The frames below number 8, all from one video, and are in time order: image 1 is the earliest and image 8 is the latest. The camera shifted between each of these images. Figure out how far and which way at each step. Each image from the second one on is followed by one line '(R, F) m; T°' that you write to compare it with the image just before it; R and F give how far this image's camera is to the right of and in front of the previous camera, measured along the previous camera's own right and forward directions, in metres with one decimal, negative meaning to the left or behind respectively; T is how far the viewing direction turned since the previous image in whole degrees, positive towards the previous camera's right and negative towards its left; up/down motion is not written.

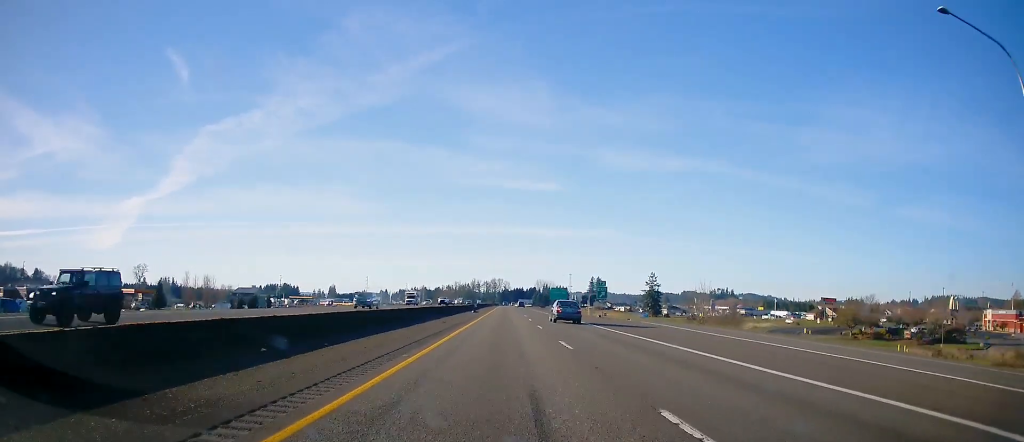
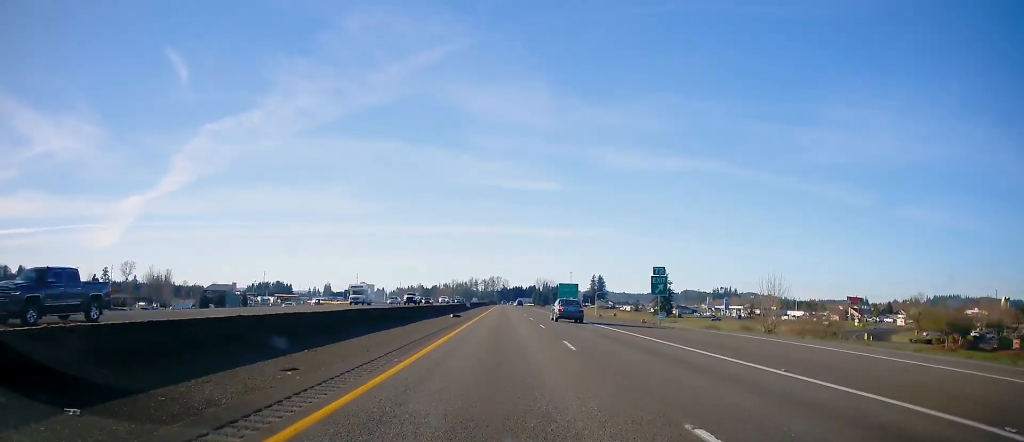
(-0.2, +25.5) m; 0°
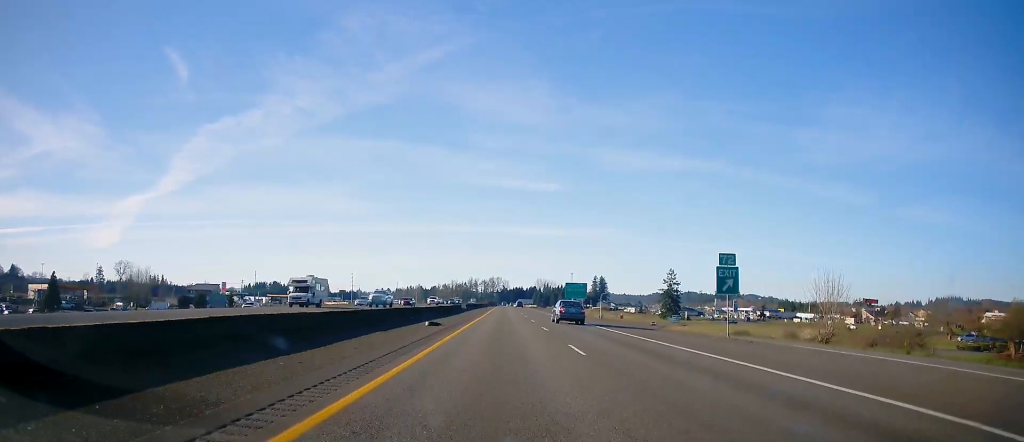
(-0.1, +13.3) m; 0°
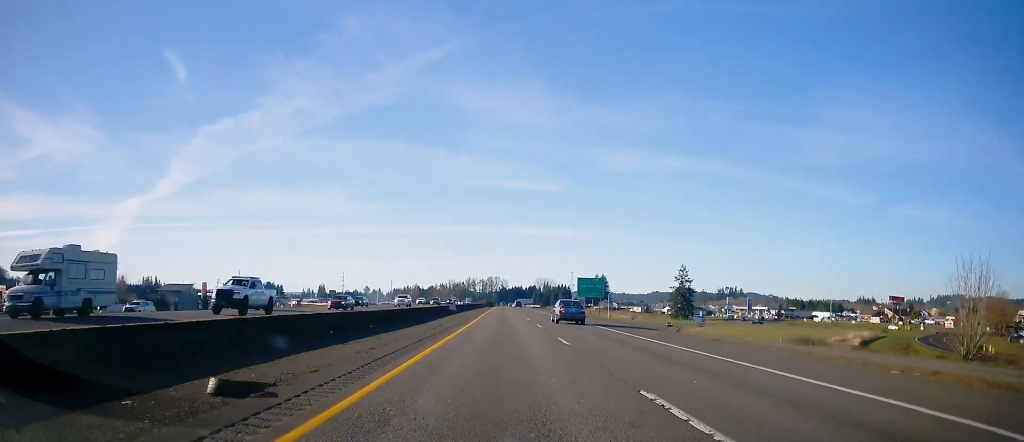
(+0.1, +21.0) m; 0°
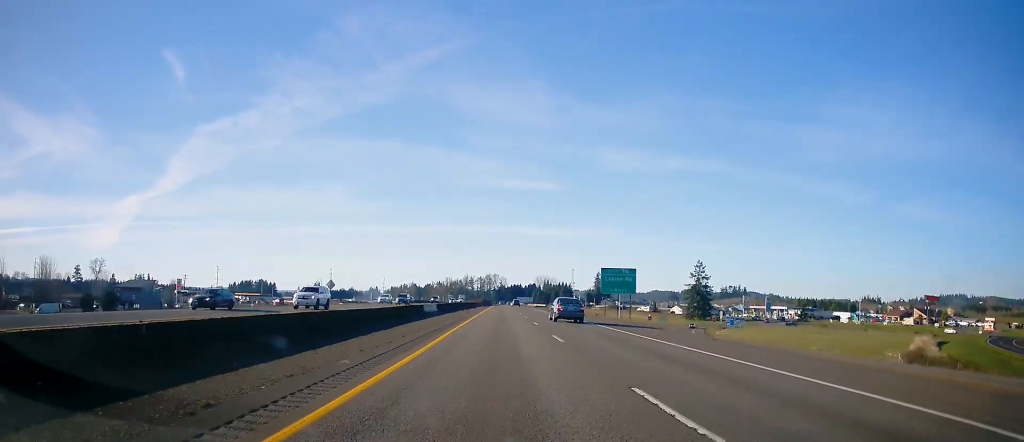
(+0.1, +25.5) m; 0°
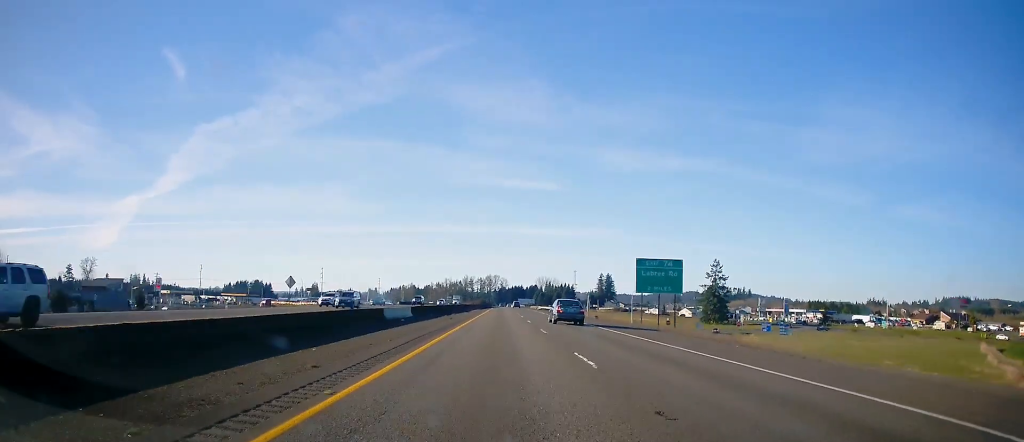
(0.0, +18.8) m; 0°
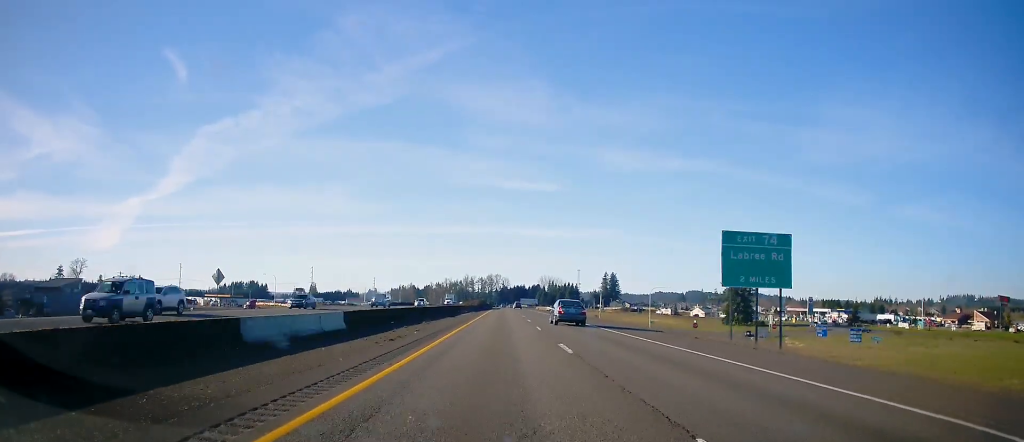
(0.0, +21.1) m; 0°
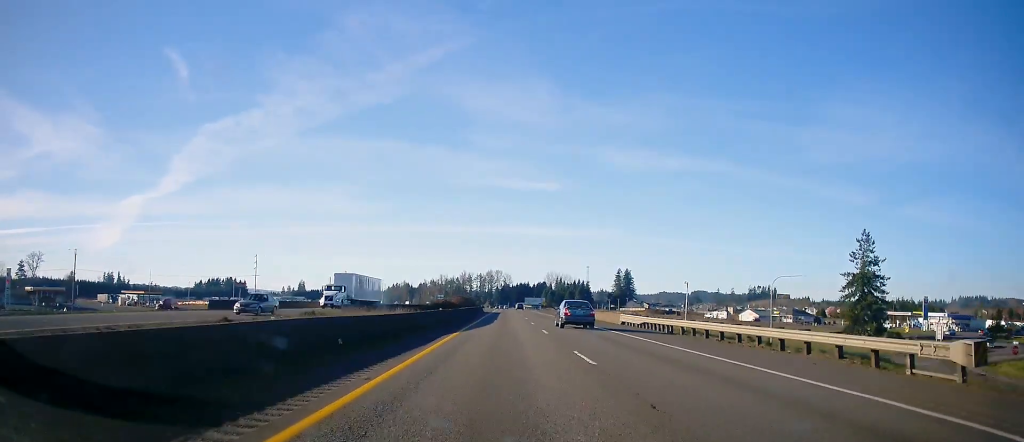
(+0.3, +76.8) m; 0°
